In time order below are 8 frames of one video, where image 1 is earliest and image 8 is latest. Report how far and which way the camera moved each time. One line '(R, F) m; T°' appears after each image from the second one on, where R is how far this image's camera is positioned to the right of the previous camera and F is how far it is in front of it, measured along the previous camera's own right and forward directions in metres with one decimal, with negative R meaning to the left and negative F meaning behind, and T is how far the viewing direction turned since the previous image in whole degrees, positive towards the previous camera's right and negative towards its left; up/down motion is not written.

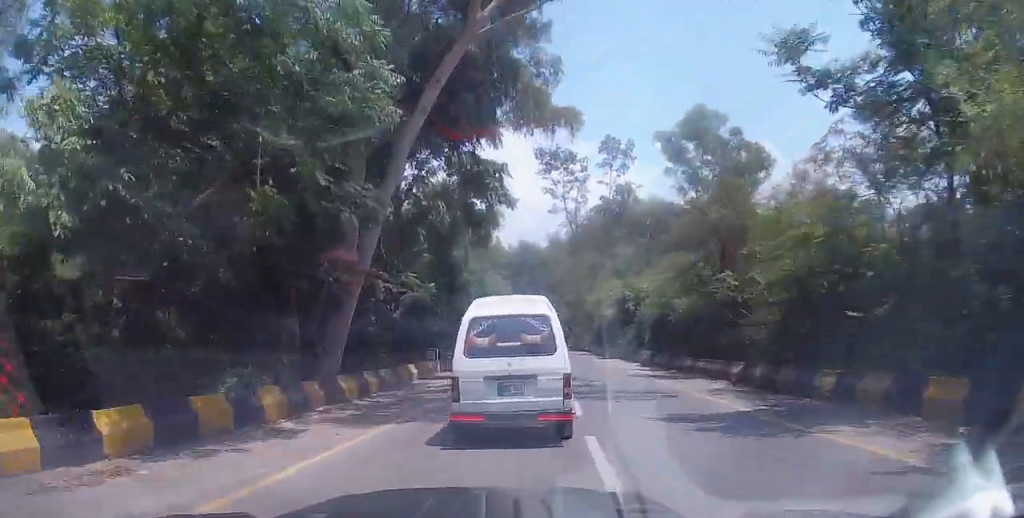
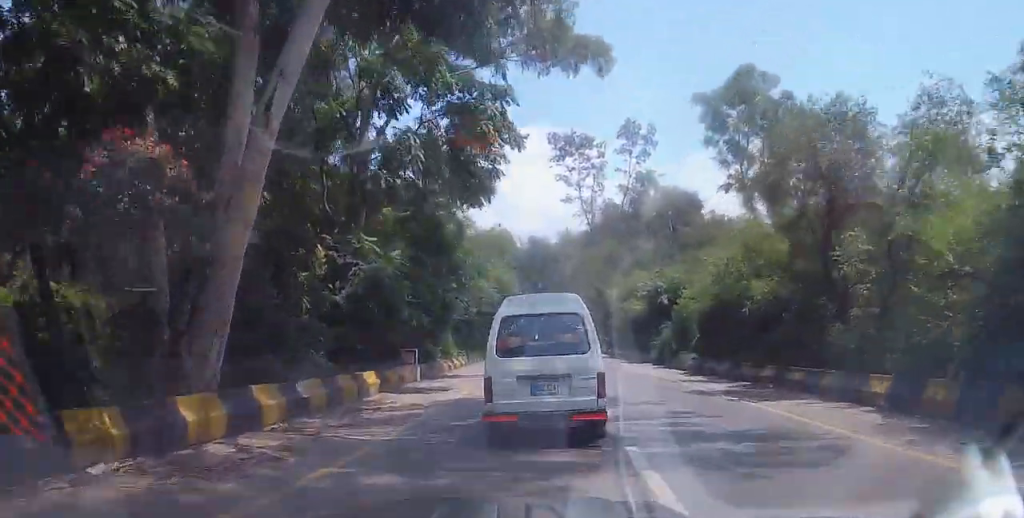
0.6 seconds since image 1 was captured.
(+0.1, +7.1) m; +2°
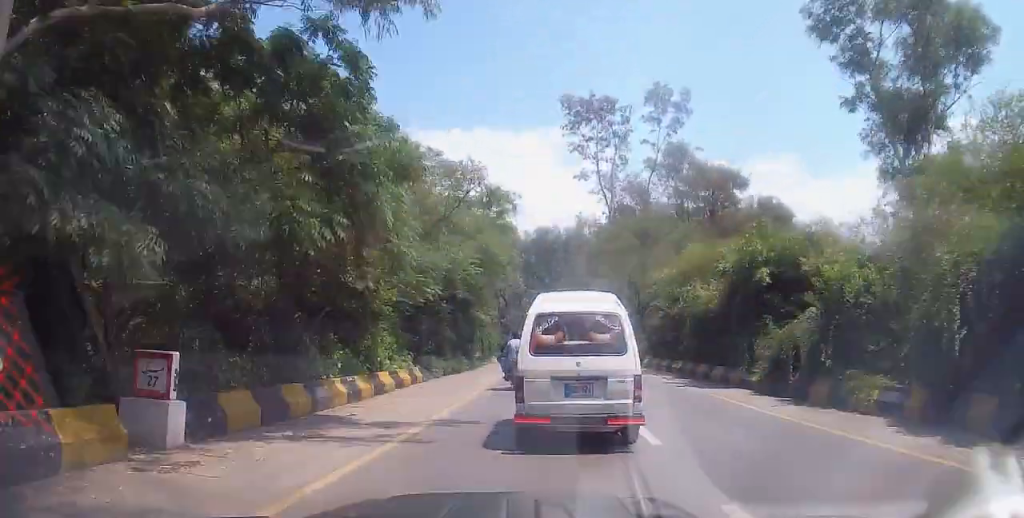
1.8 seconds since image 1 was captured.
(+0.2, +14.5) m; -1°
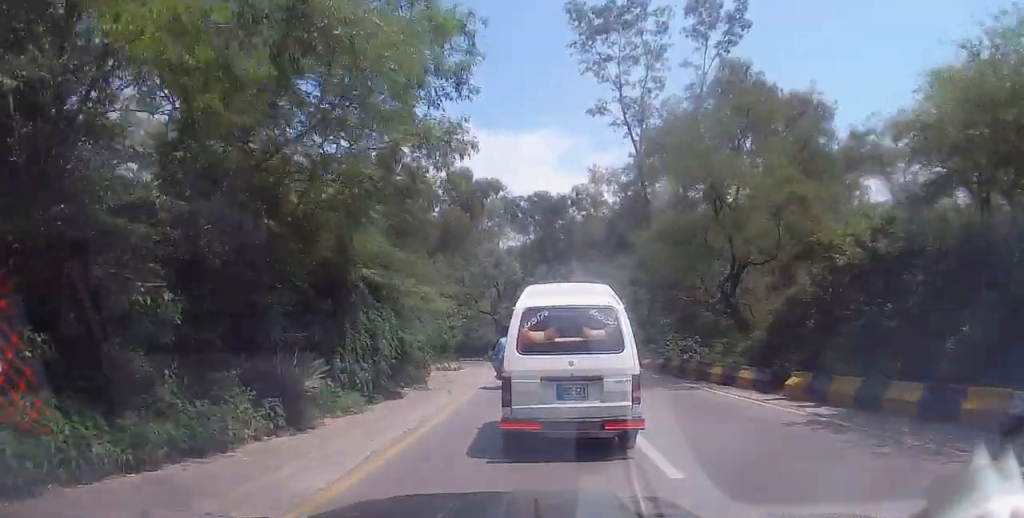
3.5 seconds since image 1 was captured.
(-0.4, +20.2) m; -1°
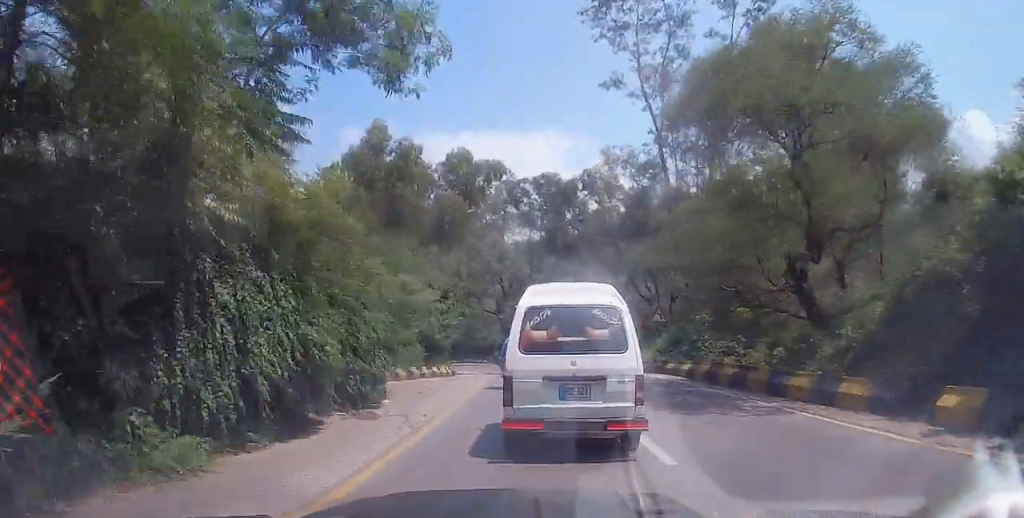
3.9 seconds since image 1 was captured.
(0.0, +5.6) m; 0°
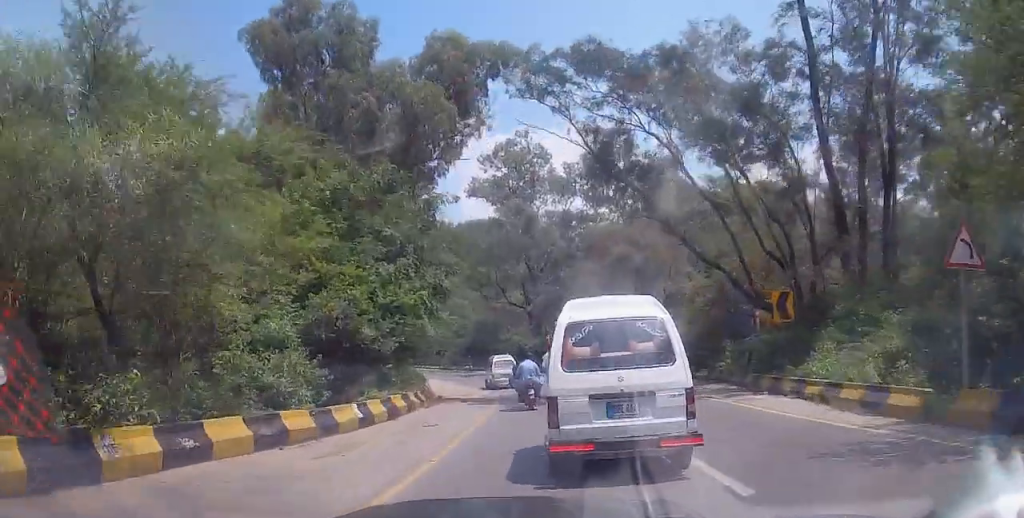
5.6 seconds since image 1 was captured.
(0.0, +19.8) m; -1°
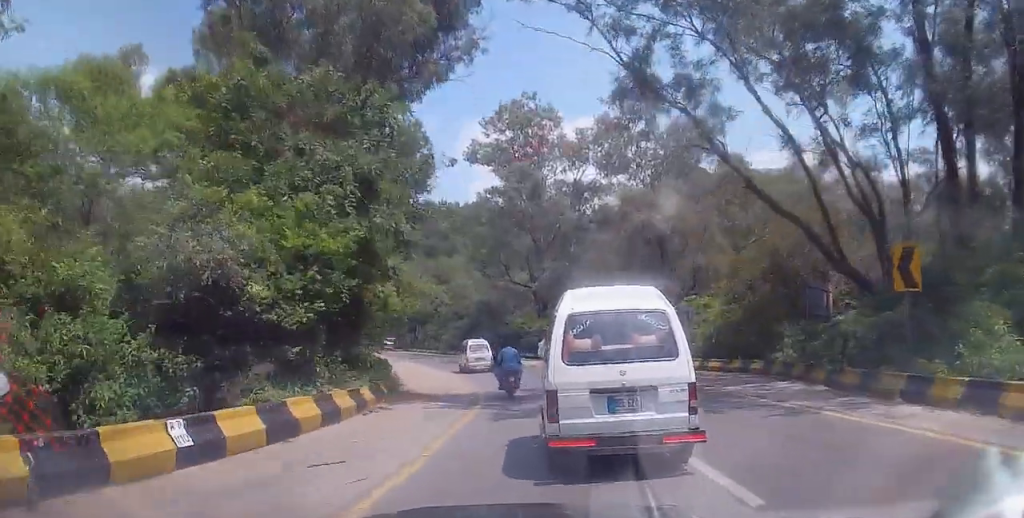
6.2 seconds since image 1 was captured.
(-0.2, +6.5) m; -1°
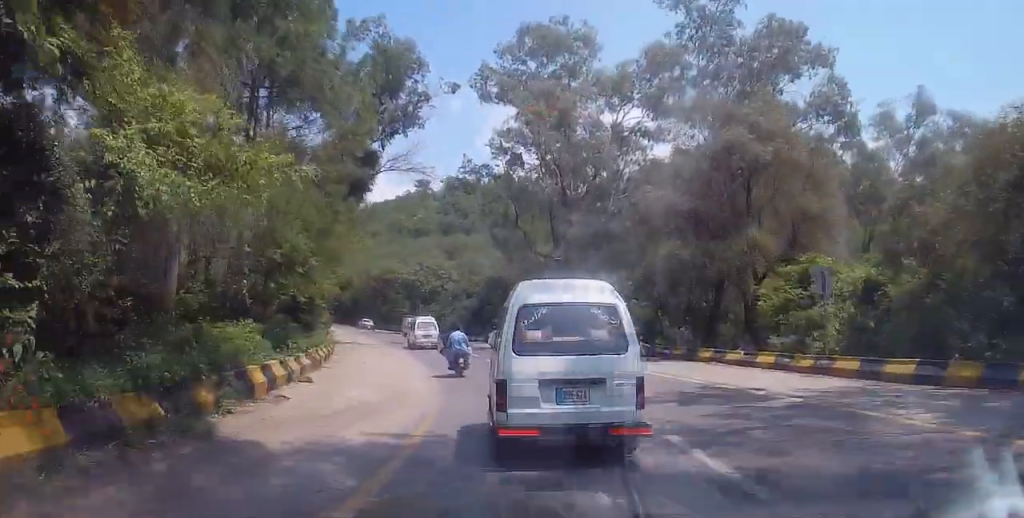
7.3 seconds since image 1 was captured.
(-0.2, +12.7) m; -5°
